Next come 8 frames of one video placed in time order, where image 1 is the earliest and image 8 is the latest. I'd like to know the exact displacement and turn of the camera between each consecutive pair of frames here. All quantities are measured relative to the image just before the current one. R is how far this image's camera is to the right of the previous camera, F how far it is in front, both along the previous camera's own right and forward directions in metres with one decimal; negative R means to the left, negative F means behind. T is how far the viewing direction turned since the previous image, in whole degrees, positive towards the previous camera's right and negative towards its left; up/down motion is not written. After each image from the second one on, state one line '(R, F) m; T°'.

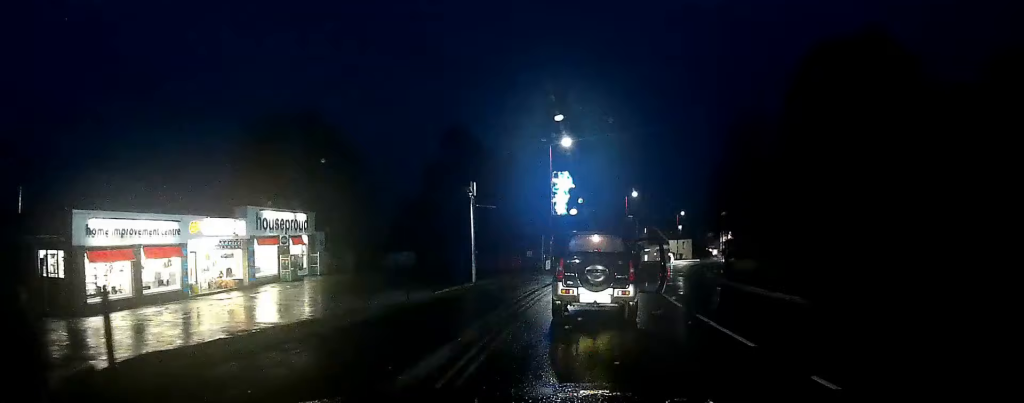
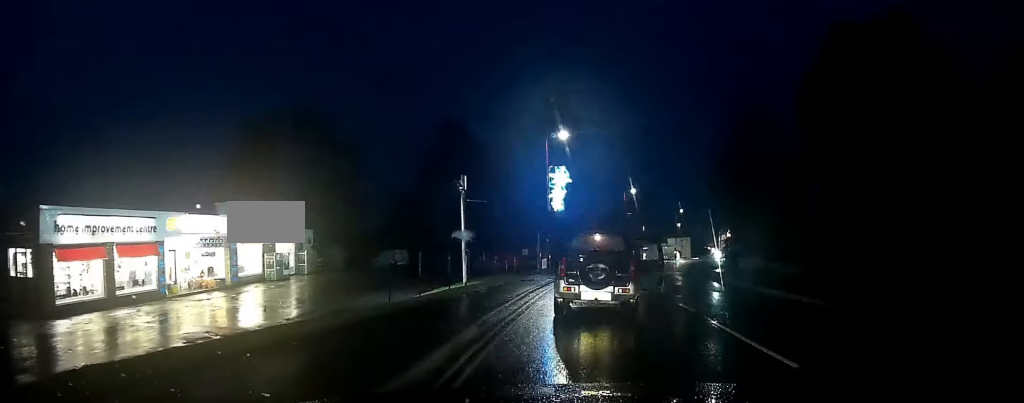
(0.0, +1.7) m; +1°
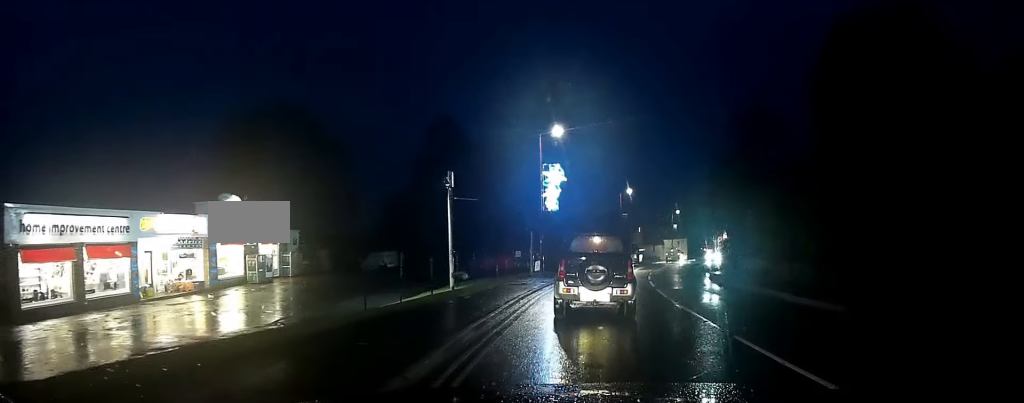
(0.0, +1.9) m; +2°
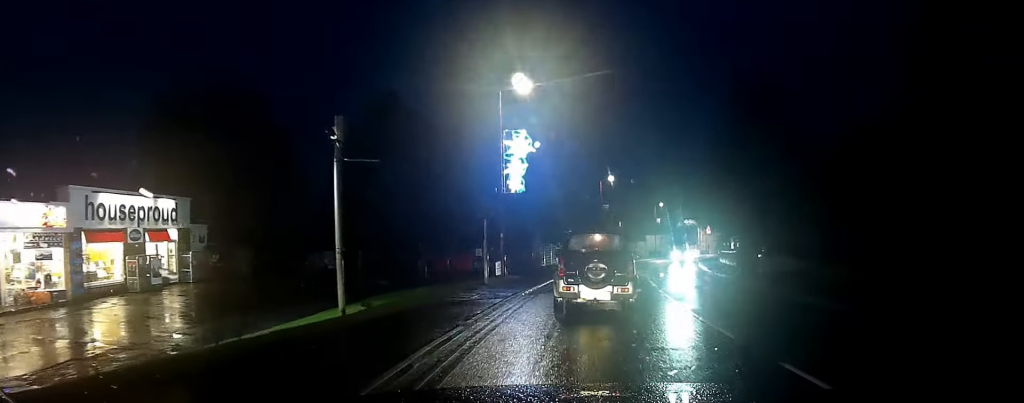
(+0.1, +8.4) m; 0°
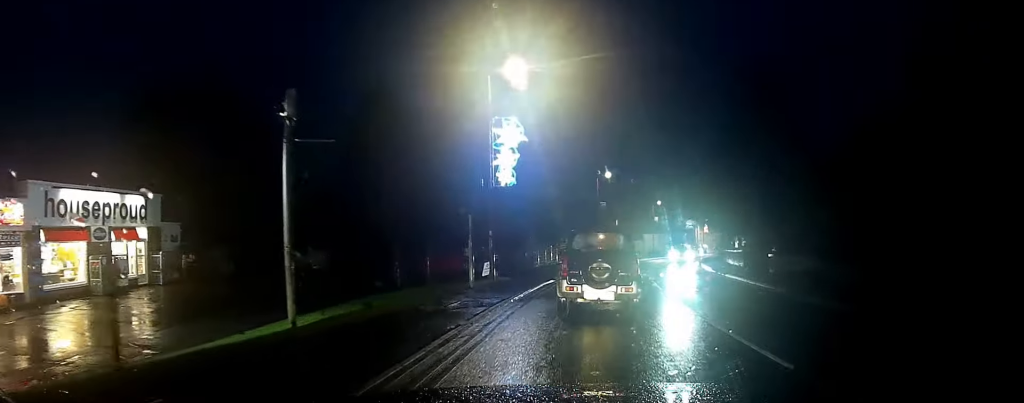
(0.0, +1.8) m; 0°
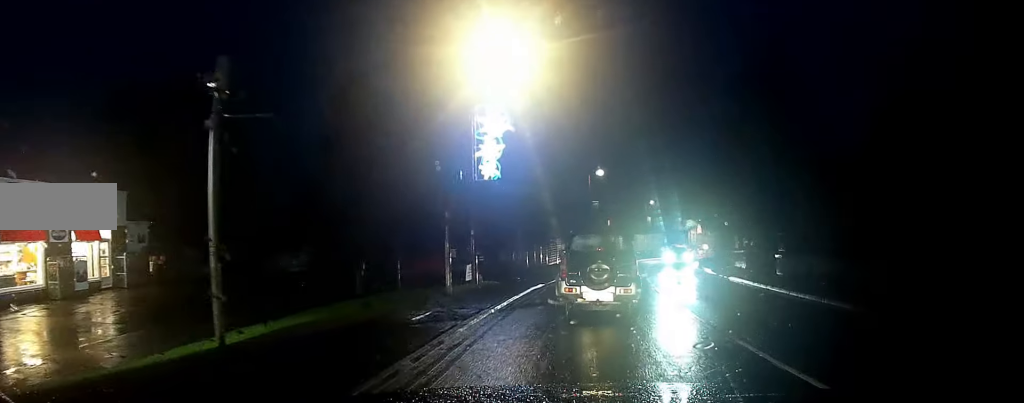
(0.0, +1.8) m; +1°
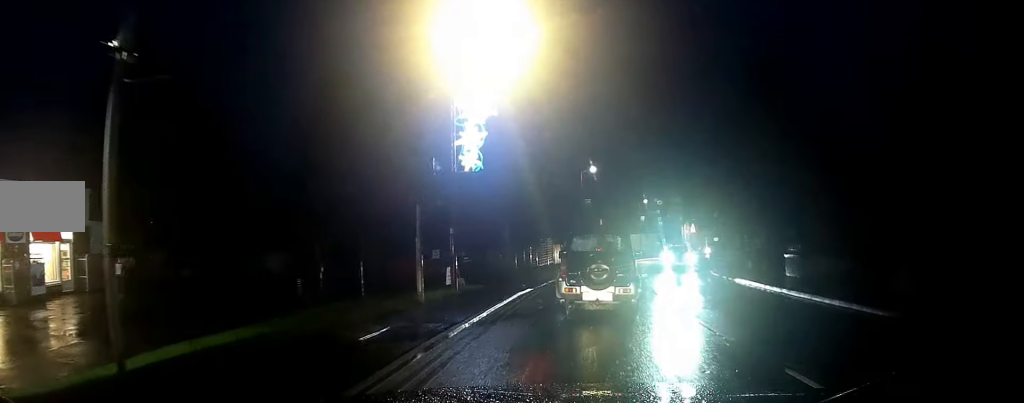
(0.0, +2.1) m; +1°
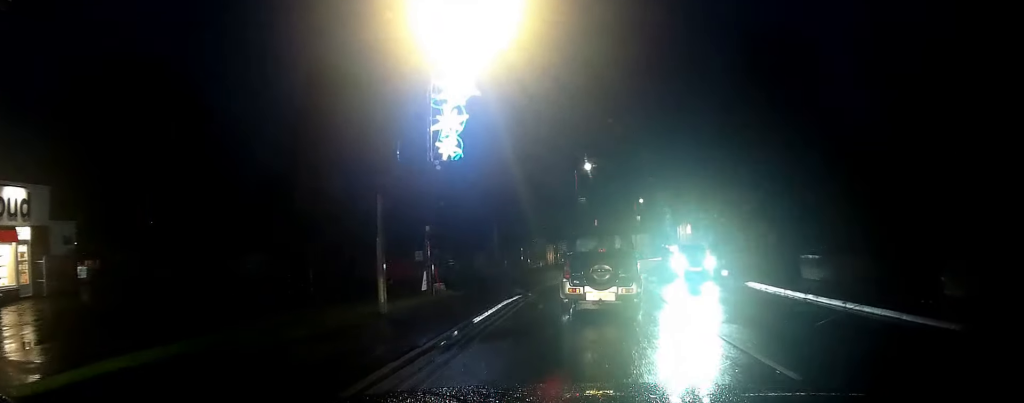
(0.0, +2.3) m; +3°
